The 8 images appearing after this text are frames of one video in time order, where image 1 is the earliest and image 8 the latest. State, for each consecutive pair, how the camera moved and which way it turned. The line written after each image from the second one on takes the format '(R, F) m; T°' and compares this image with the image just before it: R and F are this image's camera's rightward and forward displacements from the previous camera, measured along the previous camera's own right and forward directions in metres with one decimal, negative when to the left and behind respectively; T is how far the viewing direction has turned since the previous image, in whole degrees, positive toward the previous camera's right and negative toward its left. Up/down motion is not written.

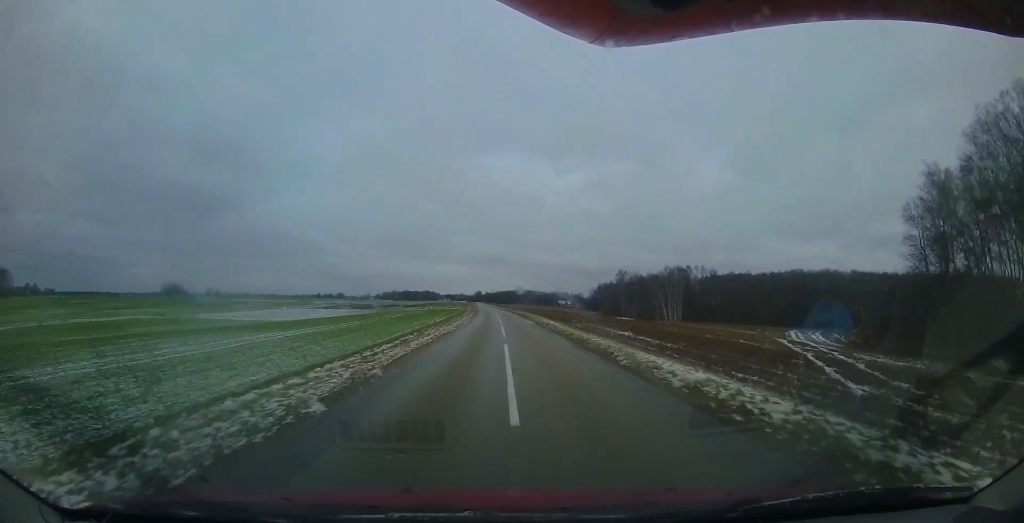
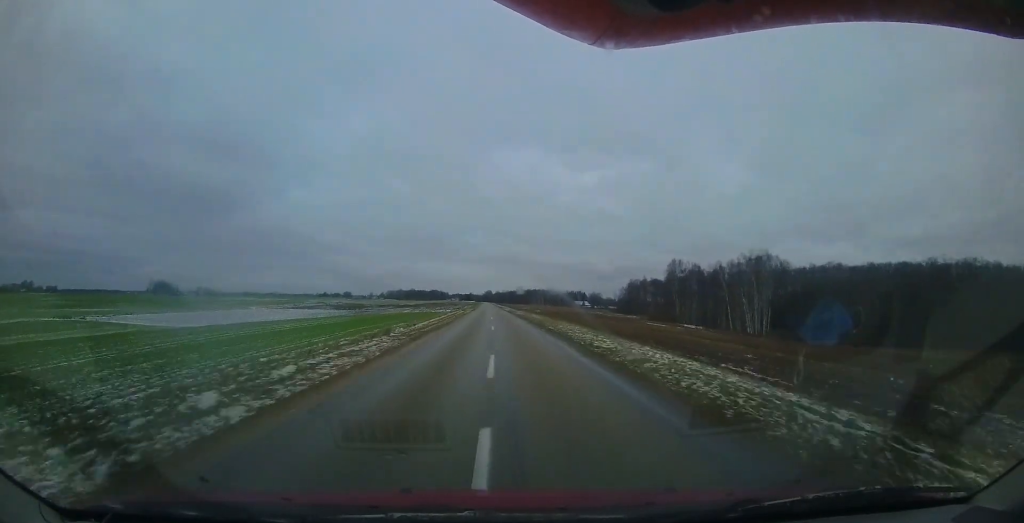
(+0.4, +45.4) m; 0°
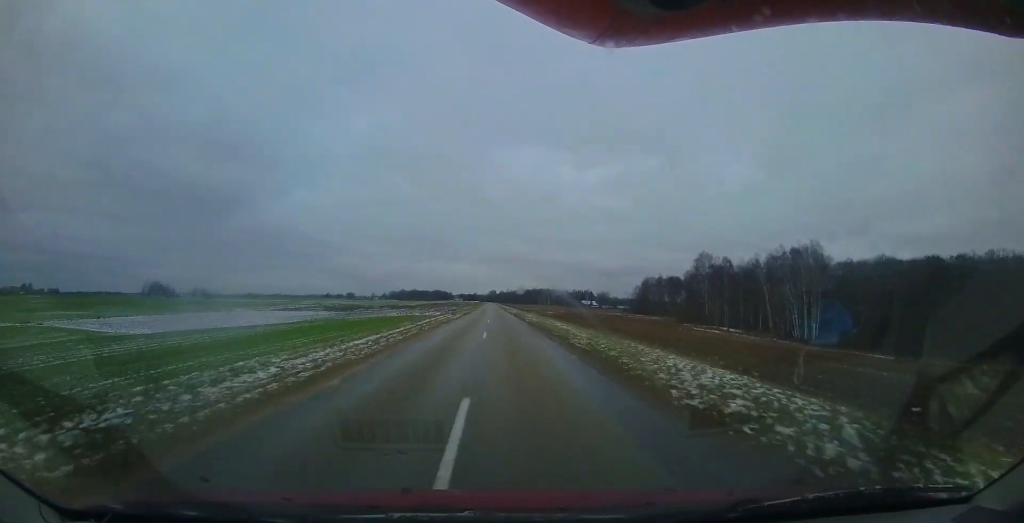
(-0.2, +16.6) m; -2°
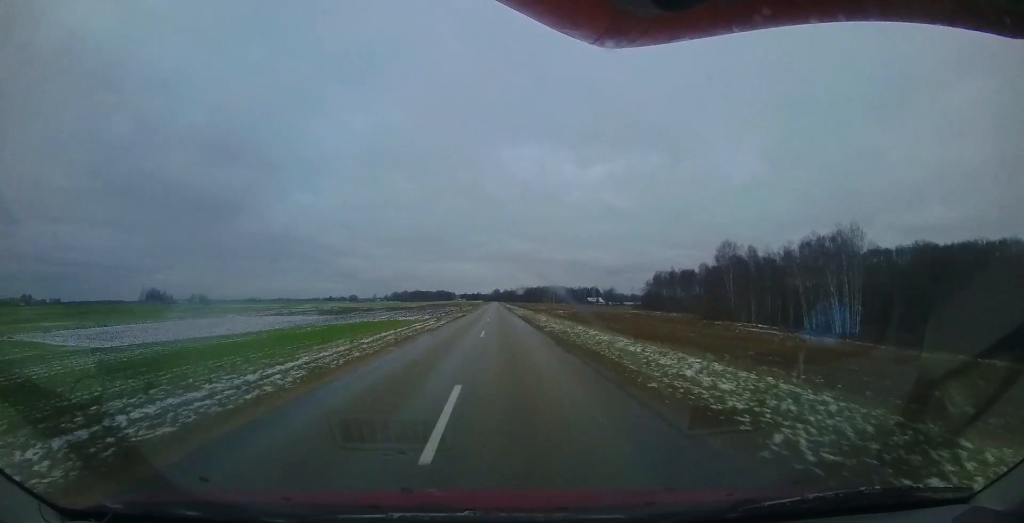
(-0.2, +11.3) m; -1°
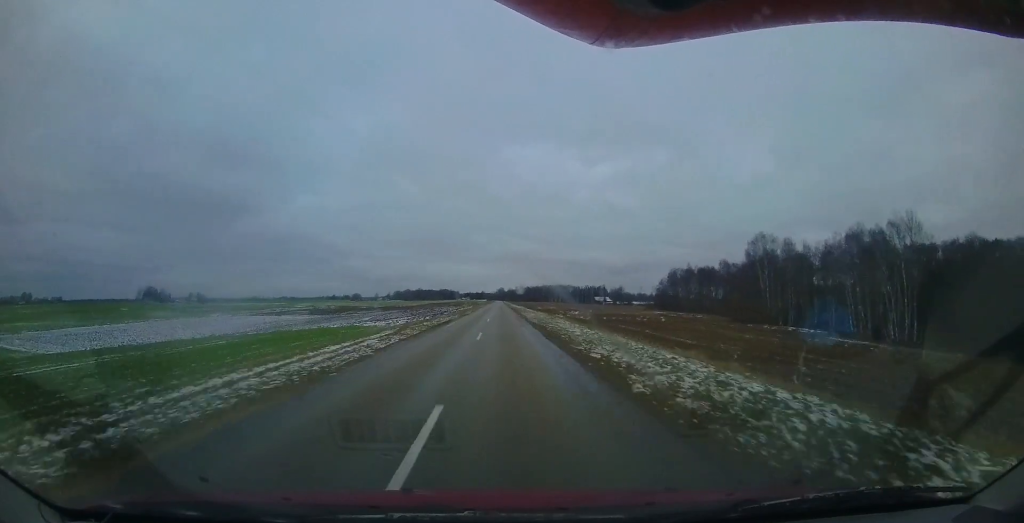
(-0.1, +13.0) m; -1°
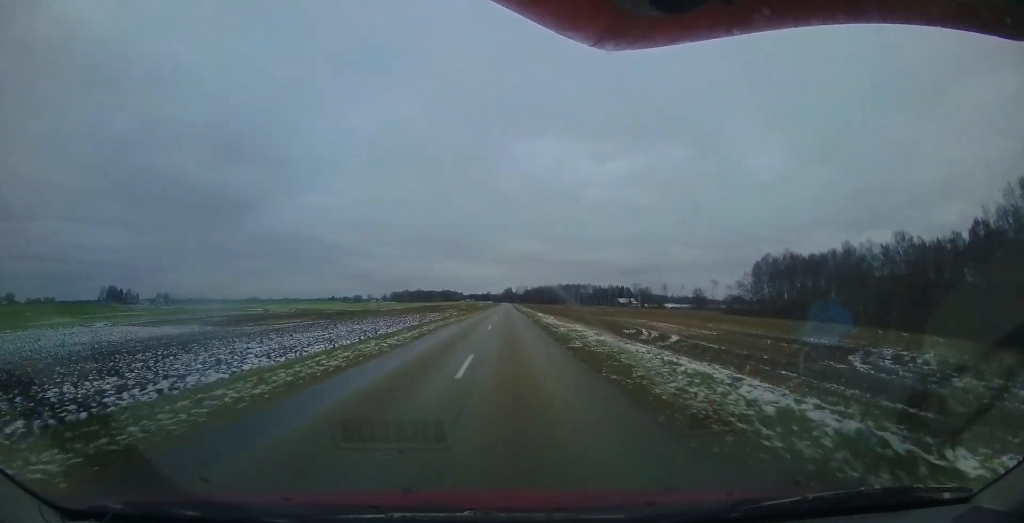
(-3.3, +66.3) m; -4°
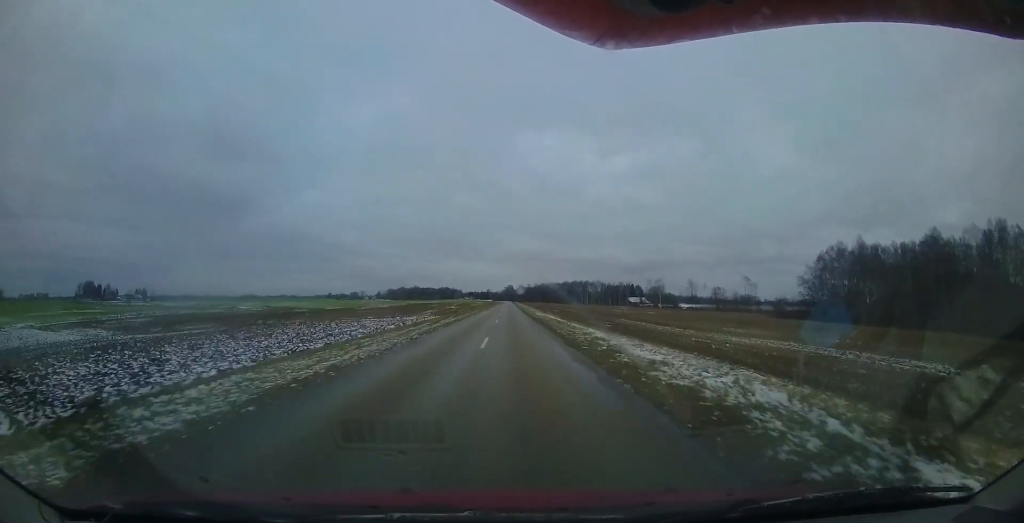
(-0.2, +31.6) m; -1°
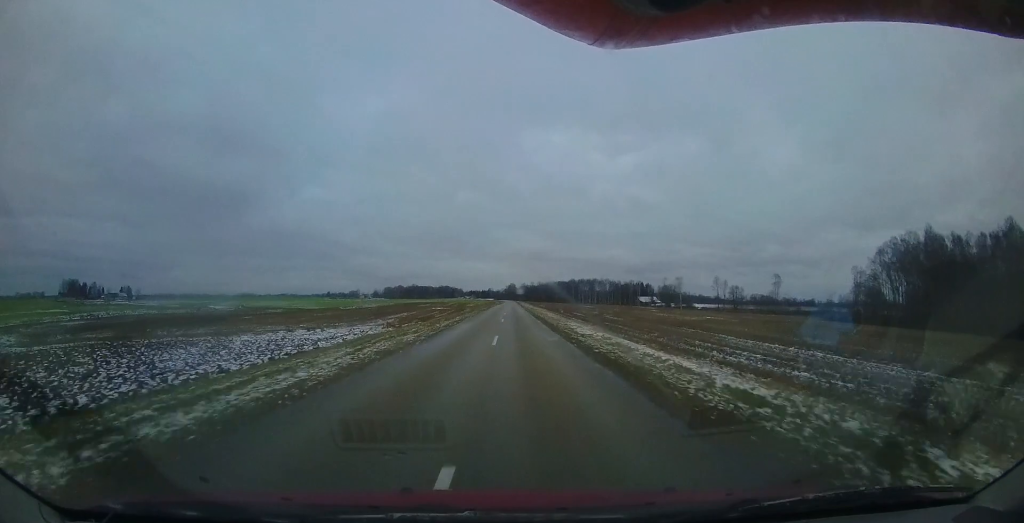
(-0.2, +23.0) m; 0°
